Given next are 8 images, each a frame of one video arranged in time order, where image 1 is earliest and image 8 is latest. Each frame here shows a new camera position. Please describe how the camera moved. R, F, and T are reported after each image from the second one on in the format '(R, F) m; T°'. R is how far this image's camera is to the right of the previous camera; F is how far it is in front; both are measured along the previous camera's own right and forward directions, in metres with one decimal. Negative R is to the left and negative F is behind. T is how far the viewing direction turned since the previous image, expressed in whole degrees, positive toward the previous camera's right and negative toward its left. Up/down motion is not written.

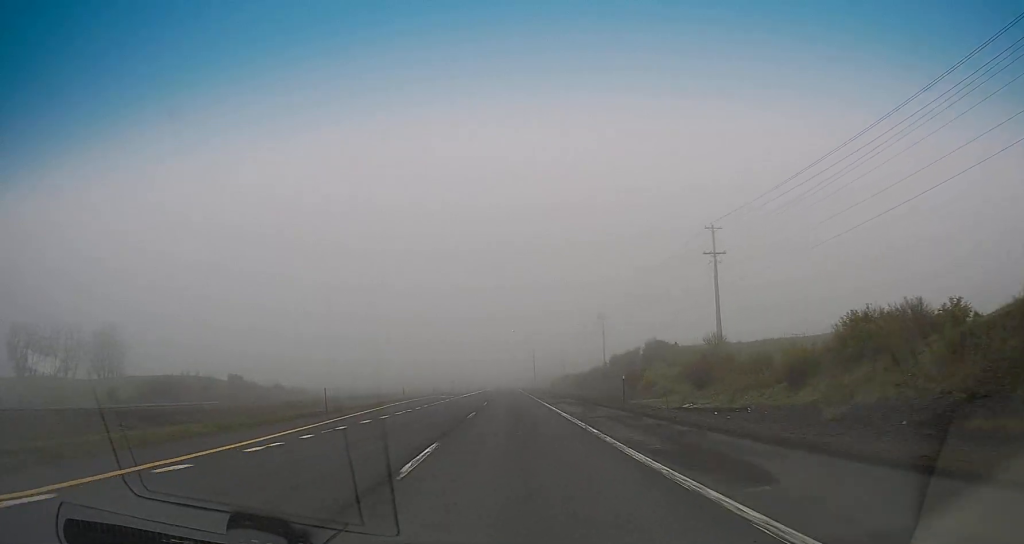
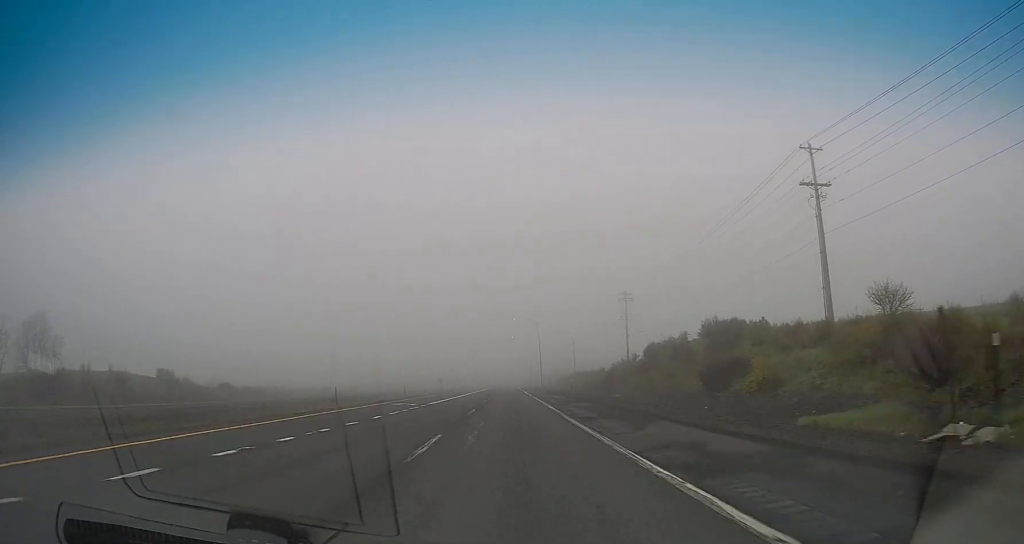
(+0.2, +26.6) m; 0°
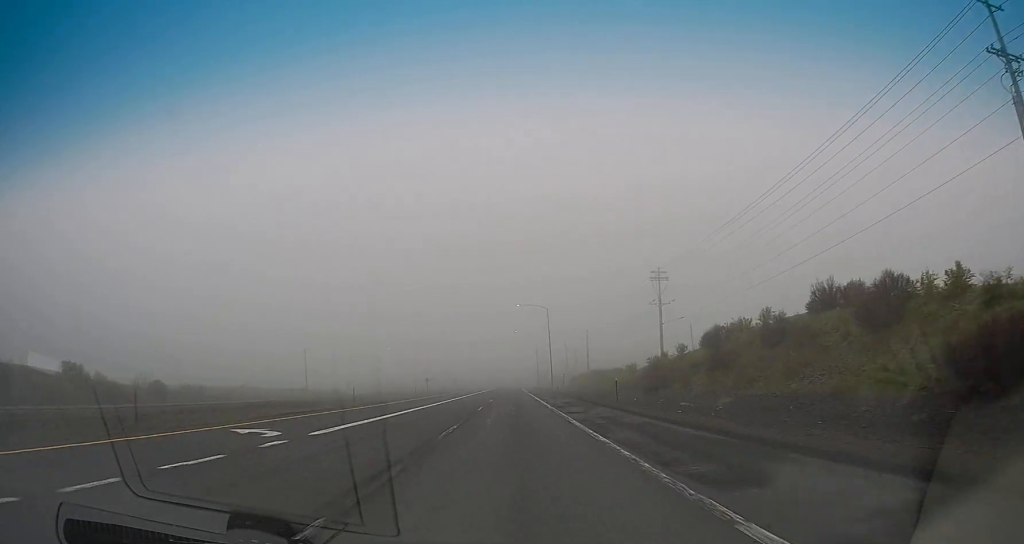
(-0.2, +25.2) m; 0°
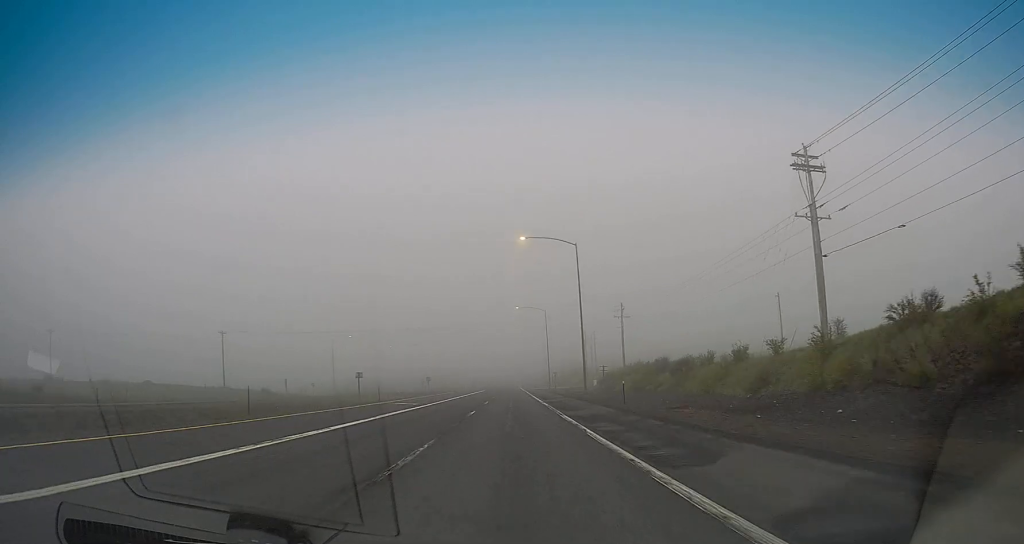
(+0.1, +55.2) m; 0°
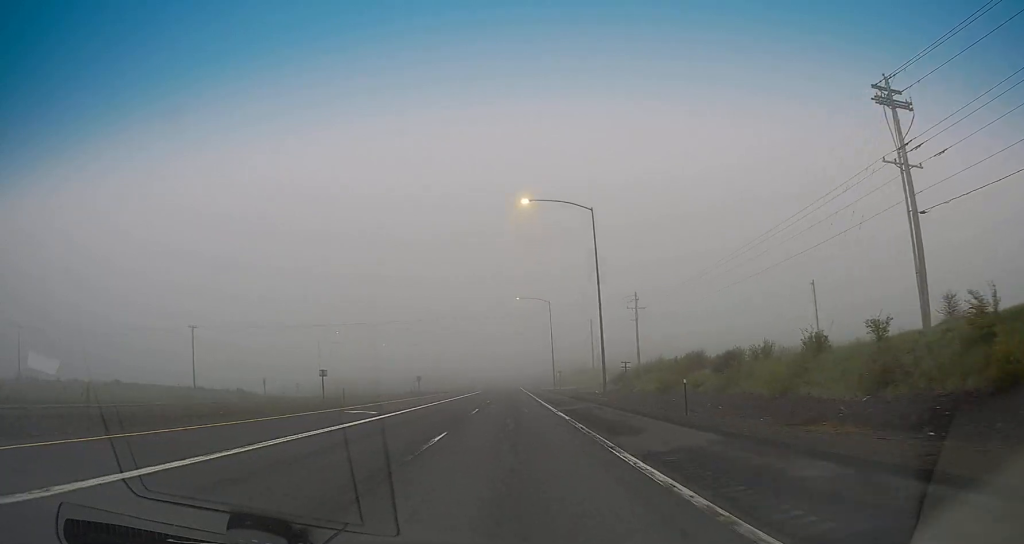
(-0.1, +14.5) m; 0°
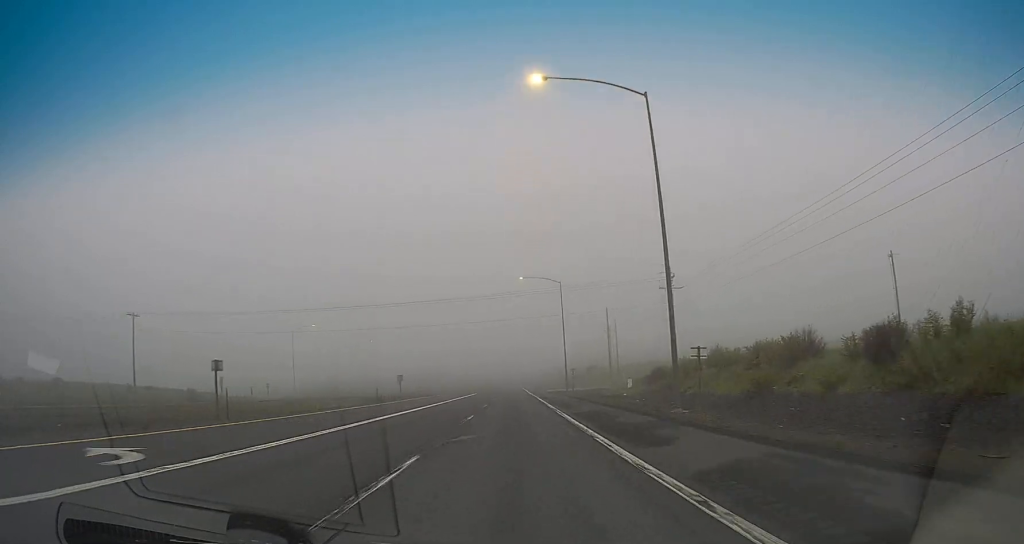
(-0.1, +21.5) m; 0°
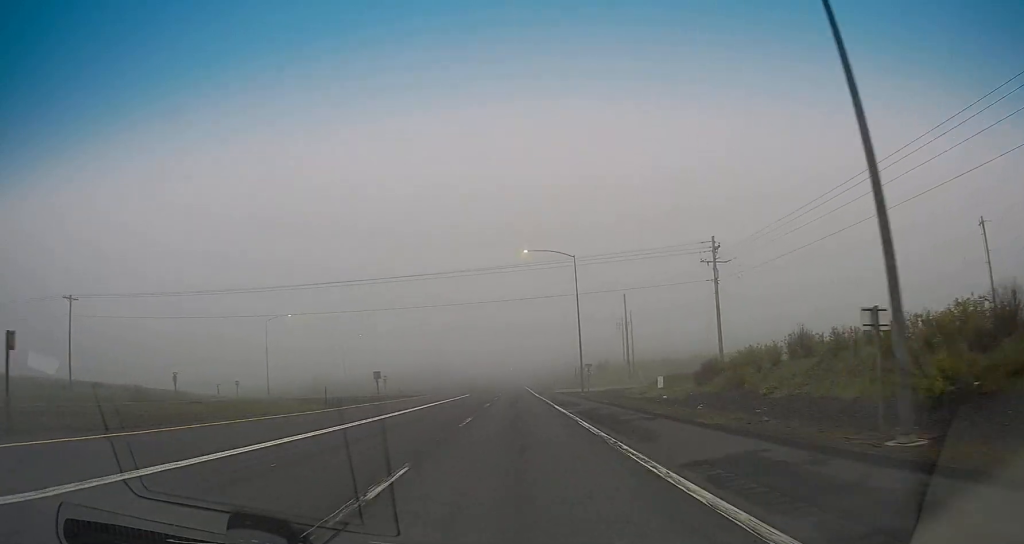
(0.0, +16.7) m; 0°
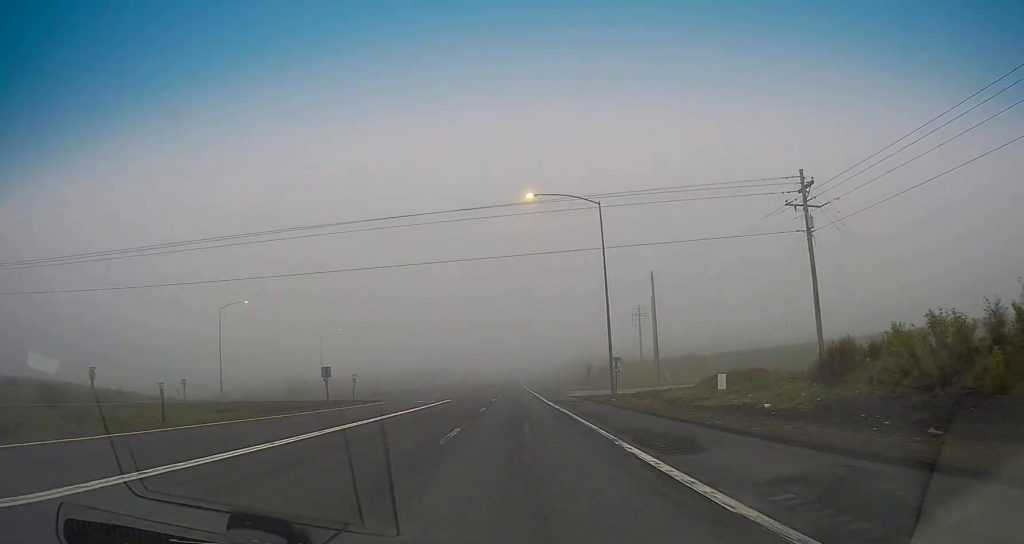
(-0.1, +20.6) m; 0°
